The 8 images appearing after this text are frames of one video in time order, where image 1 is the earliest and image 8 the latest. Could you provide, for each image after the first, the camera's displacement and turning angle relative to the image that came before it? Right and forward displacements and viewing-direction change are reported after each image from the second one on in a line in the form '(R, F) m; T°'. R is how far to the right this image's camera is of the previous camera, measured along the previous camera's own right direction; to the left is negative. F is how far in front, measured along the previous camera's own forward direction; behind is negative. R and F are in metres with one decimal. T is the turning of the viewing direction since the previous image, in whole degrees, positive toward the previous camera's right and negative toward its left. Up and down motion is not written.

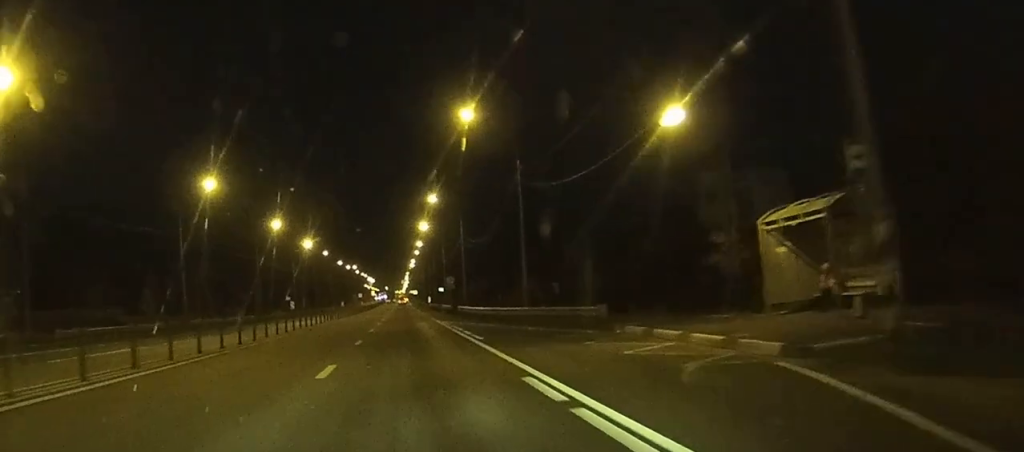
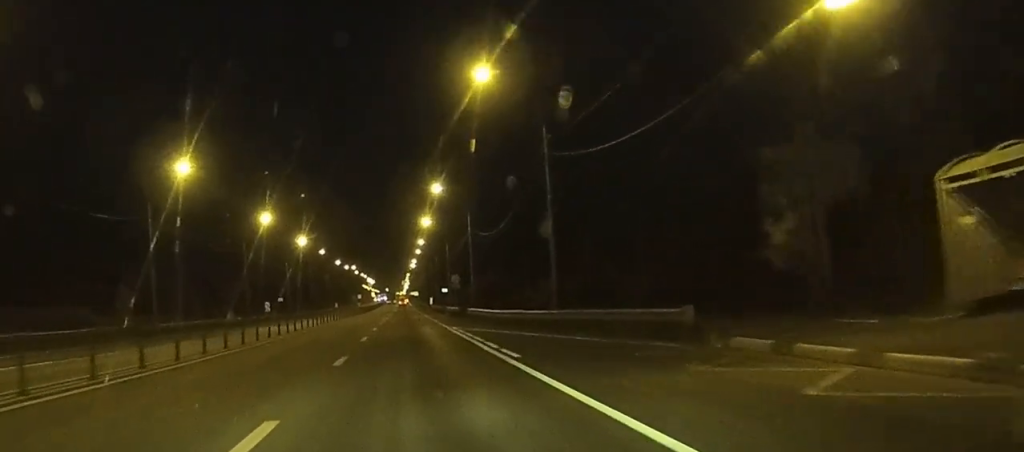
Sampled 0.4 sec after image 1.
(0.0, +8.8) m; 0°
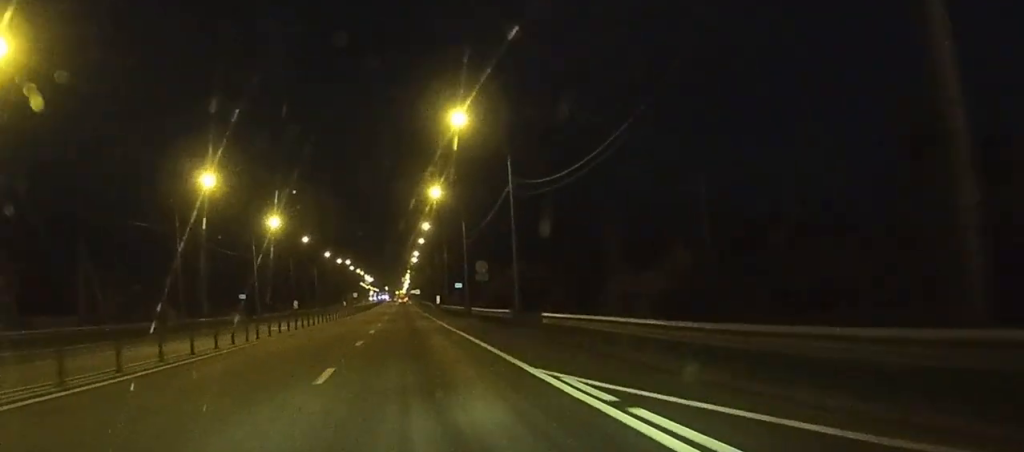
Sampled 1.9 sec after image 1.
(+0.2, +29.1) m; 0°
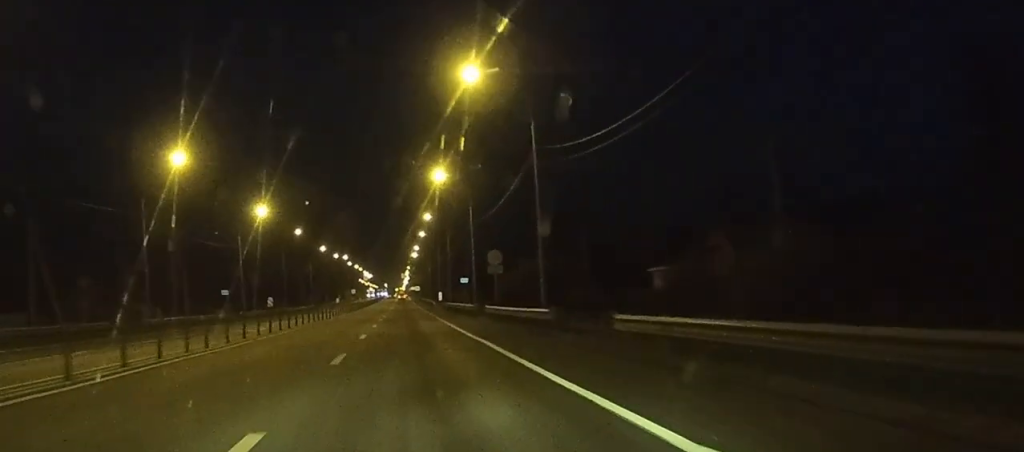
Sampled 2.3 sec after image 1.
(0.0, +8.8) m; 0°
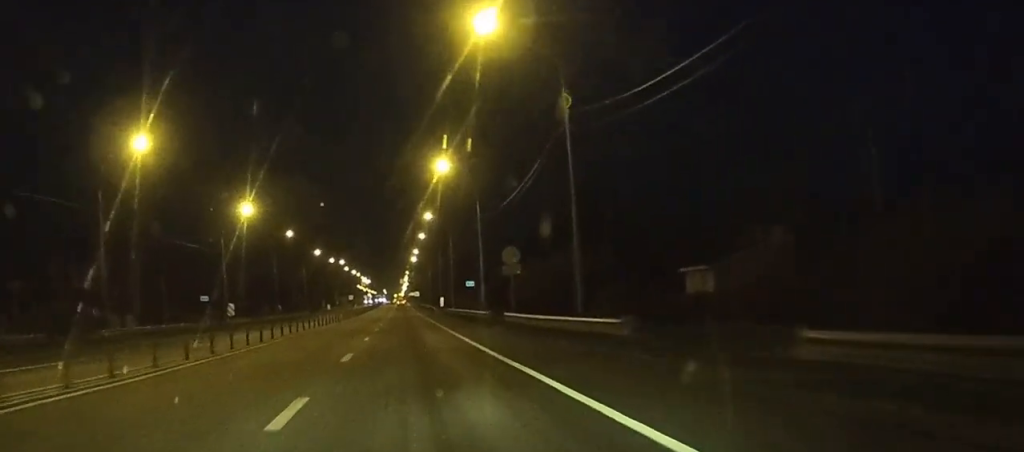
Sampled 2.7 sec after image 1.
(0.0, +8.2) m; 0°
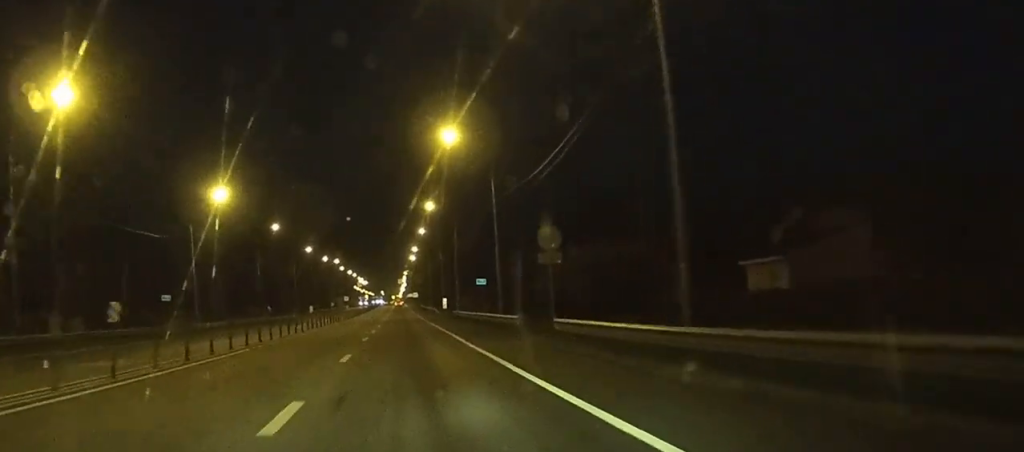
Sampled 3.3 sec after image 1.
(0.0, +11.7) m; 0°
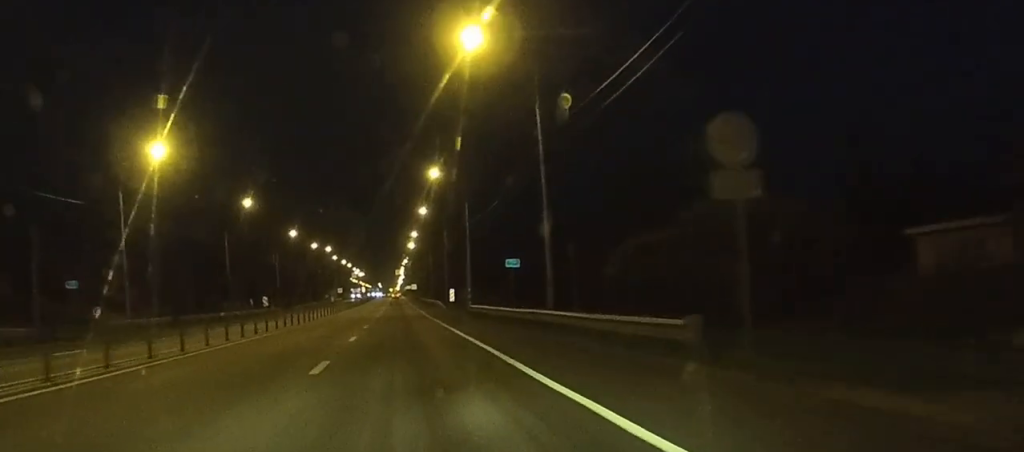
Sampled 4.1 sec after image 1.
(0.0, +18.0) m; 0°
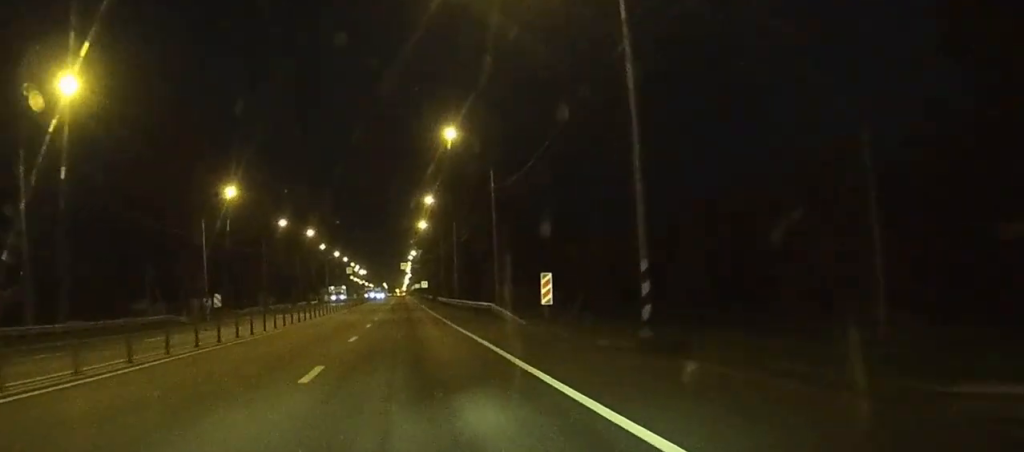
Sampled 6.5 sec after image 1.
(-0.7, +49.4) m; -1°
